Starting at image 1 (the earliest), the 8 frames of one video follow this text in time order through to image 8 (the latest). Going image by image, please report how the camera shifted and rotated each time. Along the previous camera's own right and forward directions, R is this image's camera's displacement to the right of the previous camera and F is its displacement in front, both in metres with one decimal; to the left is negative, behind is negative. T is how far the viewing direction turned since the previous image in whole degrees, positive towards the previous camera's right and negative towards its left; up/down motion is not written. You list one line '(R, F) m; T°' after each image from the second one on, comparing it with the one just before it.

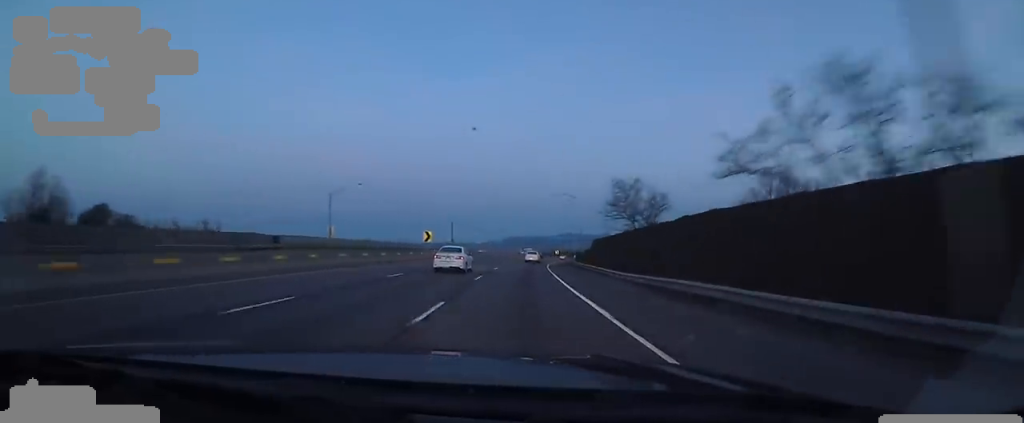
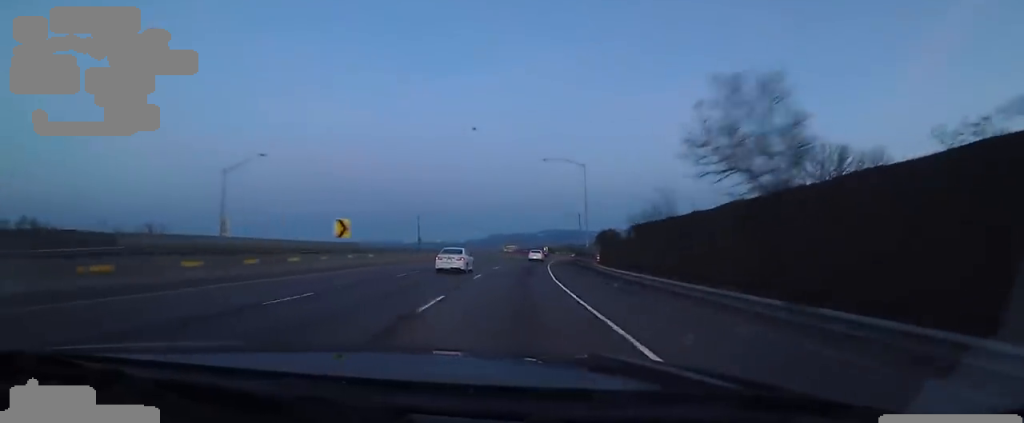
(+0.6, +22.4) m; +2°
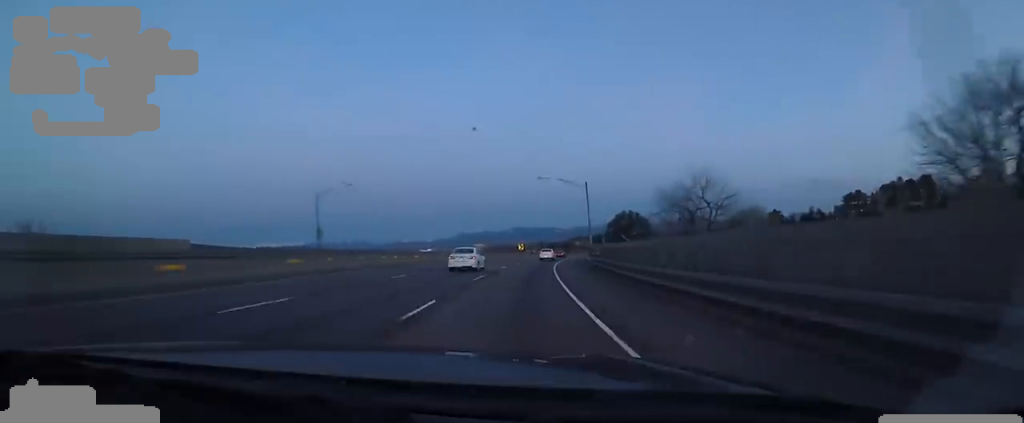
(+0.9, +37.8) m; +1°
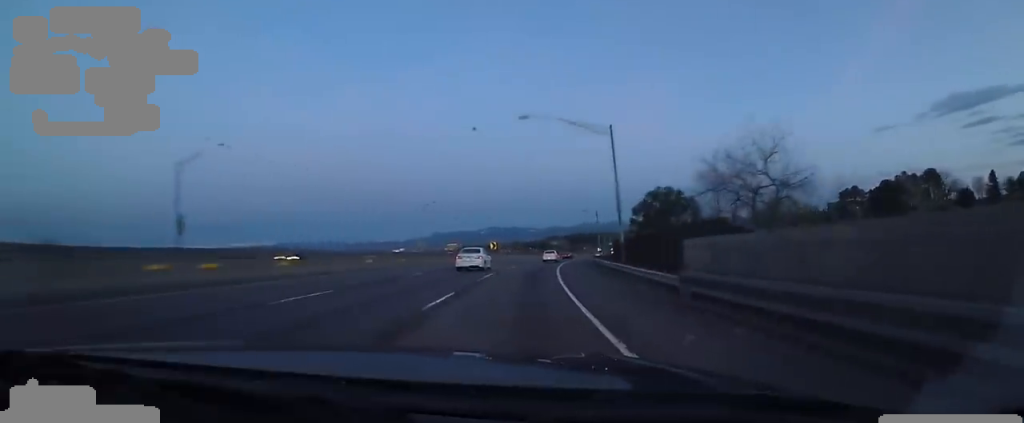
(+0.1, +22.0) m; +3°
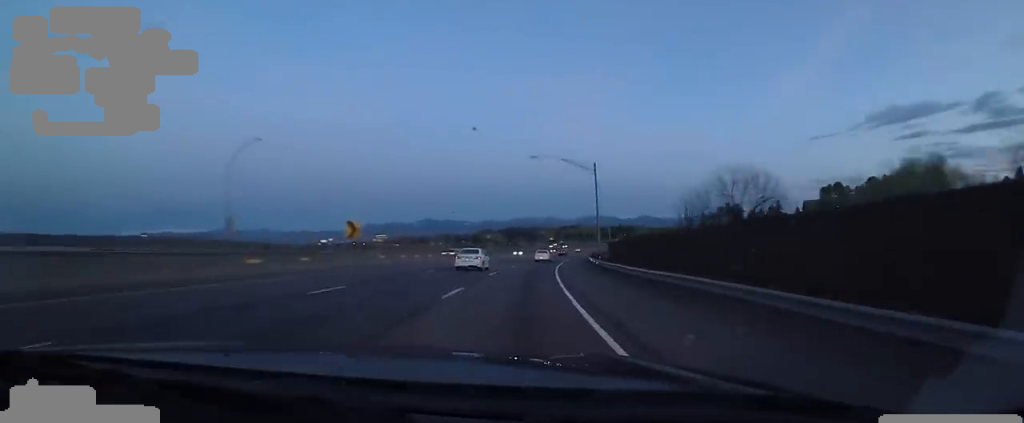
(+3.7, +43.8) m; +10°
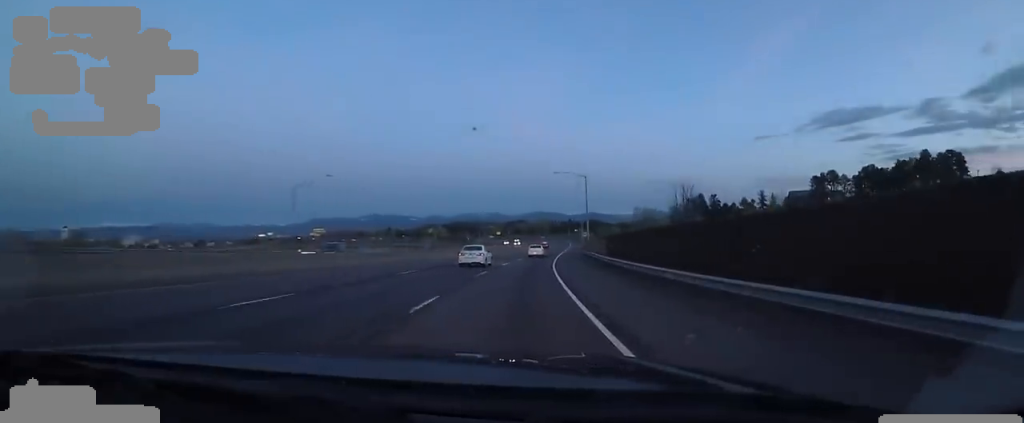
(+2.0, +41.5) m; +5°
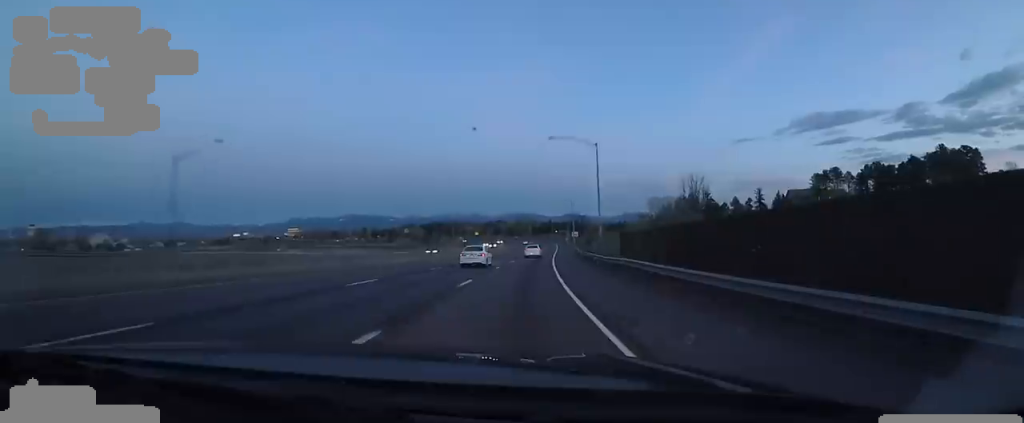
(0.0, +18.4) m; +2°
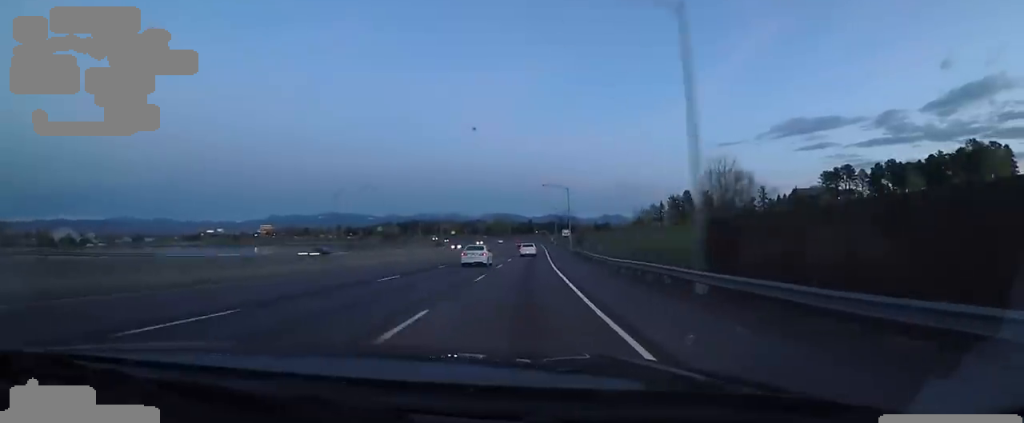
(+0.8, +22.1) m; +4°
